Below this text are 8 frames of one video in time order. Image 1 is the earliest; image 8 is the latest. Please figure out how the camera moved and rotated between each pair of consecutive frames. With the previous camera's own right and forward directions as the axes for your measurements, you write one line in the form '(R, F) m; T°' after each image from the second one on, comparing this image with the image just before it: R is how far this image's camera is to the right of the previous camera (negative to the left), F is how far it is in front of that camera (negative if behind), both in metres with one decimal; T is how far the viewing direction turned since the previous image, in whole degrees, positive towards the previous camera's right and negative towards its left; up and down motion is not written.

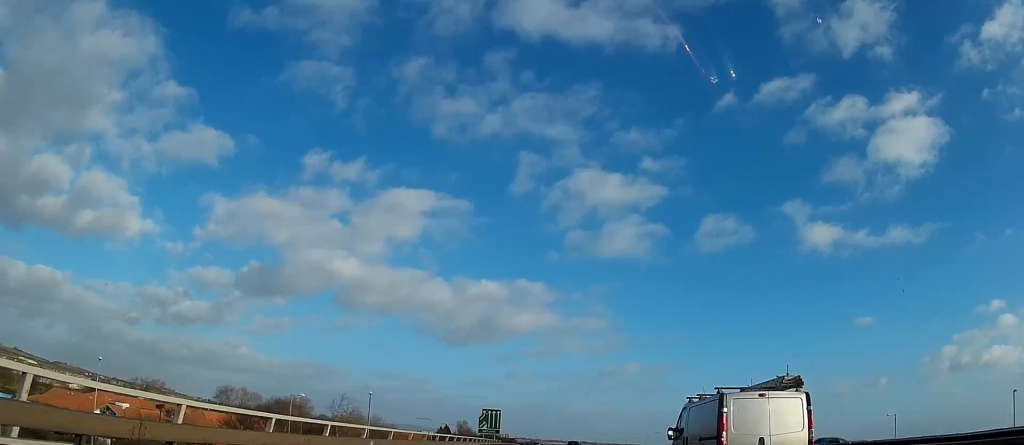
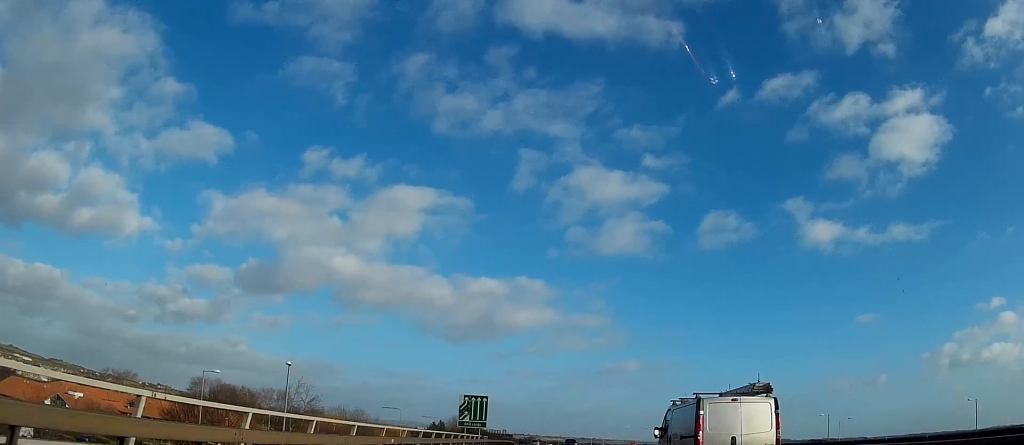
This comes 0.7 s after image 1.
(0.0, +22.0) m; 0°
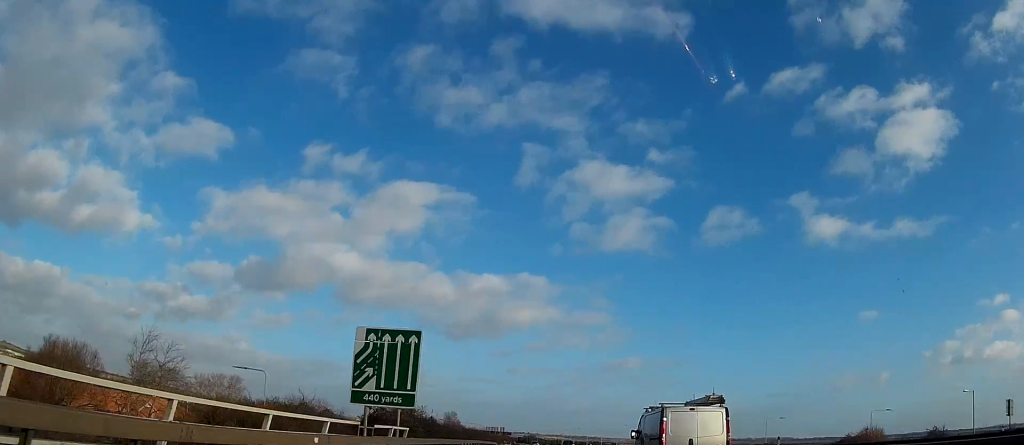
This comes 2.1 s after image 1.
(0.0, +41.3) m; 0°
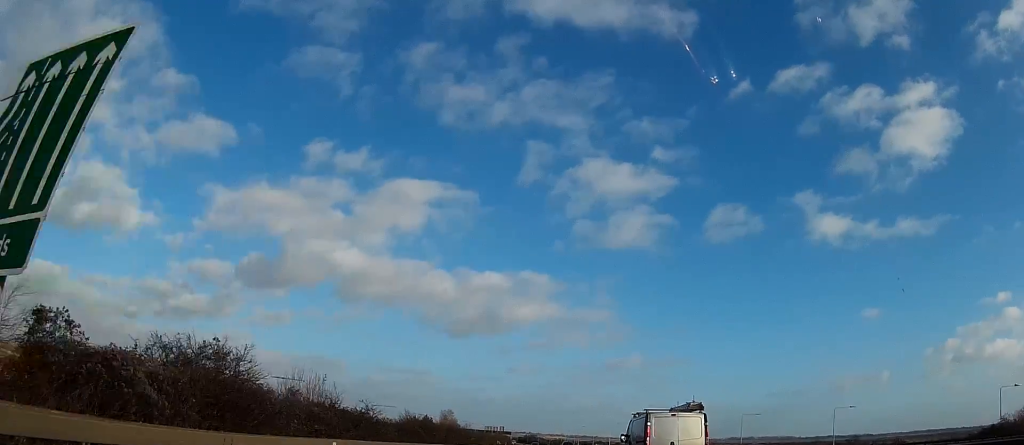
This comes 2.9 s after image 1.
(0.0, +23.2) m; 0°
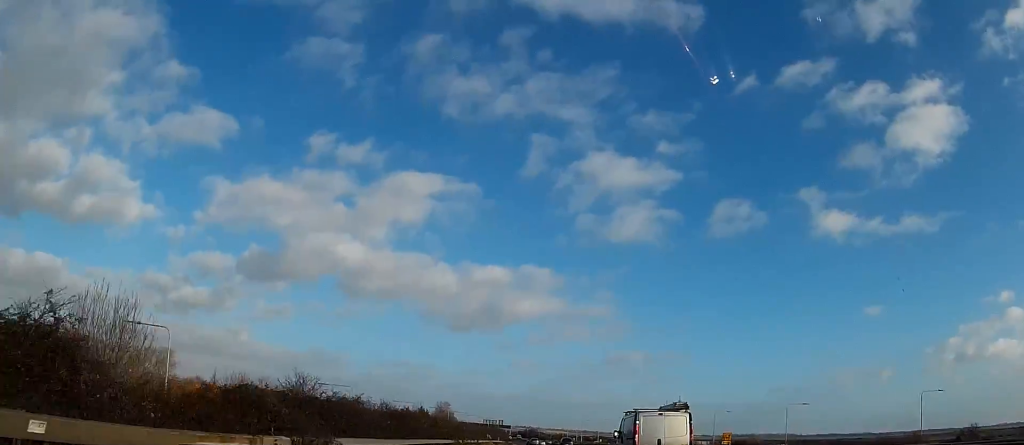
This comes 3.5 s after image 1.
(0.0, +19.2) m; 0°
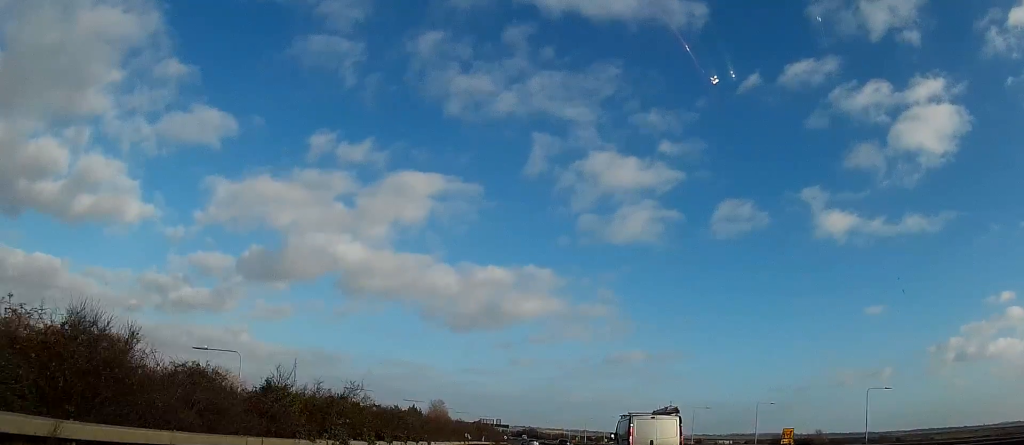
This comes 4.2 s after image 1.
(0.0, +22.2) m; 0°
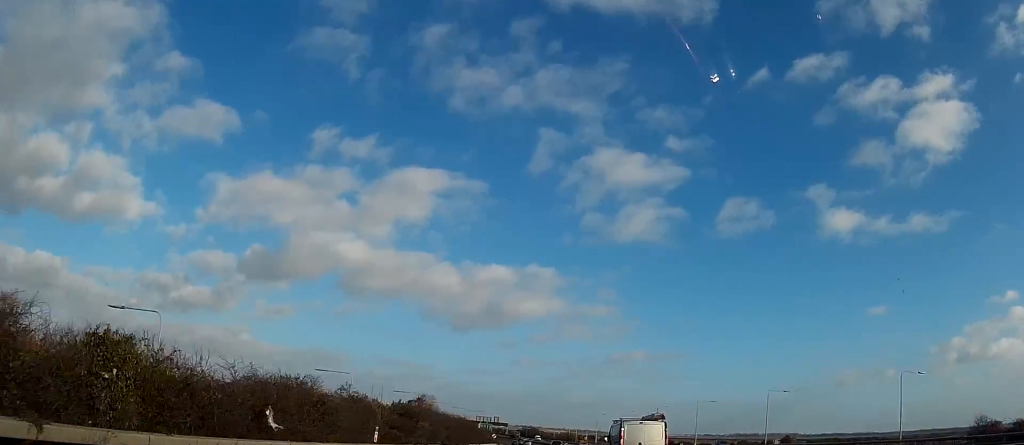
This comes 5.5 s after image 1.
(+0.2, +38.5) m; +1°
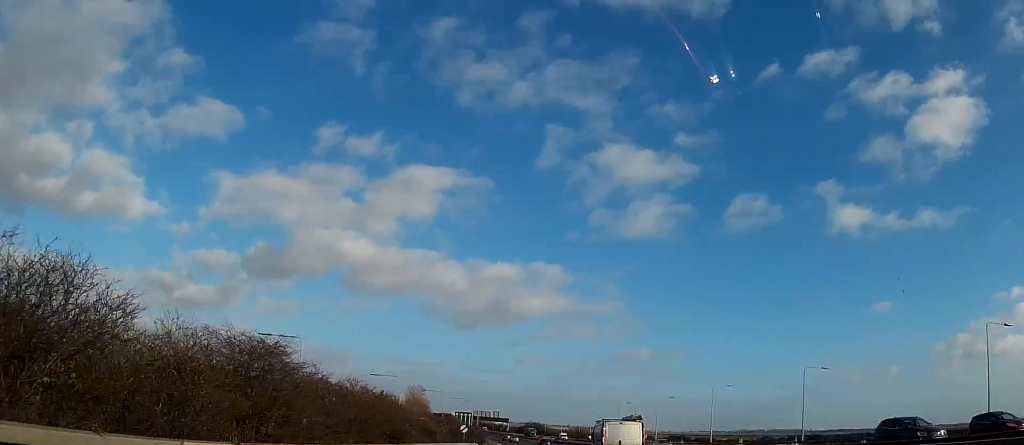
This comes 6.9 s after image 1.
(+0.2, +43.7) m; 0°
